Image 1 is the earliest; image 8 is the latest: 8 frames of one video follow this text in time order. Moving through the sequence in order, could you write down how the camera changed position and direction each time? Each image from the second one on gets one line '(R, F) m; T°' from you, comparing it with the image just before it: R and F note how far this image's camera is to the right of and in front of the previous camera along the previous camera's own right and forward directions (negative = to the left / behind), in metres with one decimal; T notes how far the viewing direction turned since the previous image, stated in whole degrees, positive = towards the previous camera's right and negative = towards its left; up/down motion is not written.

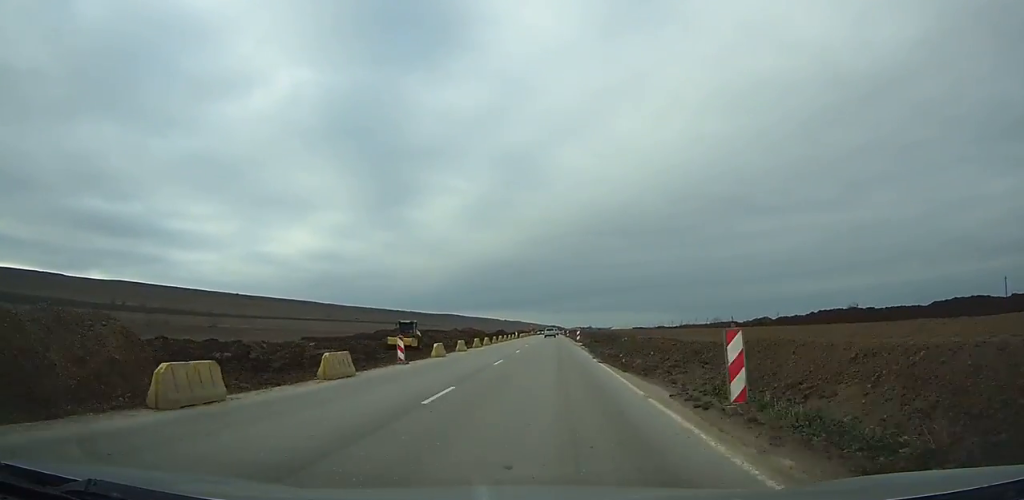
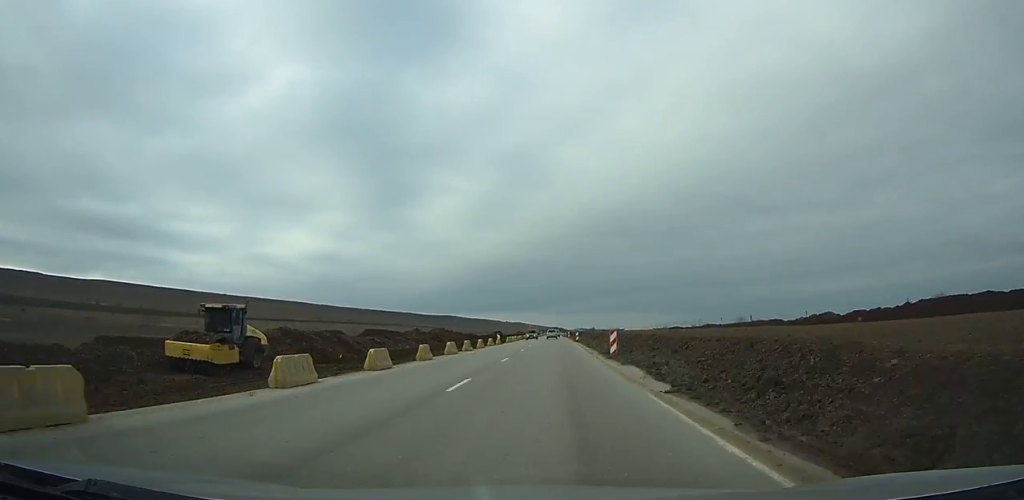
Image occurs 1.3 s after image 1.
(0.0, +34.3) m; 0°
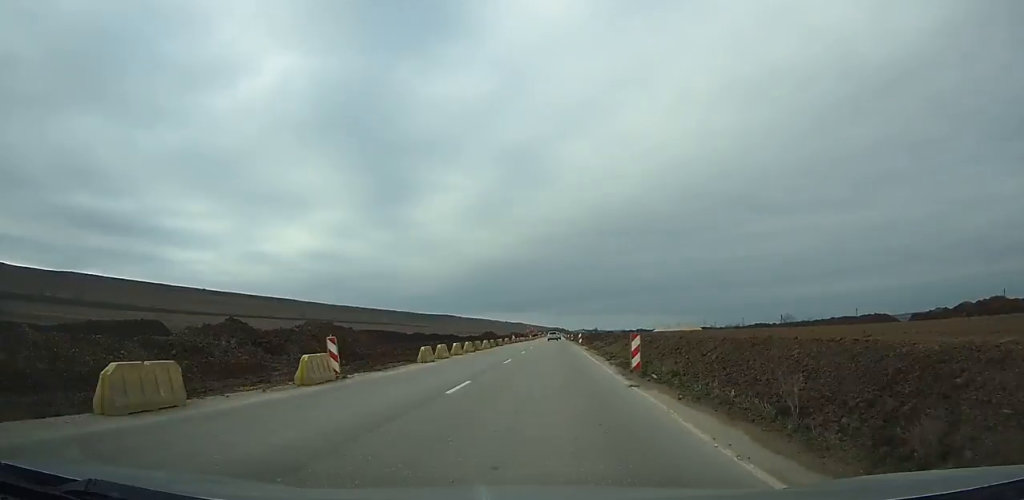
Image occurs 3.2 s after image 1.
(+0.1, +48.2) m; 0°
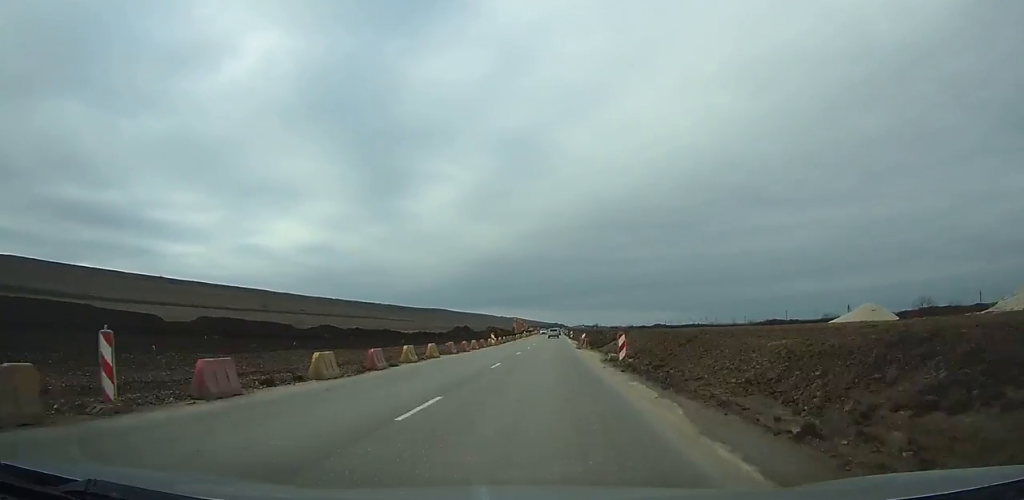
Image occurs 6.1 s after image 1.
(-0.1, +76.6) m; 0°
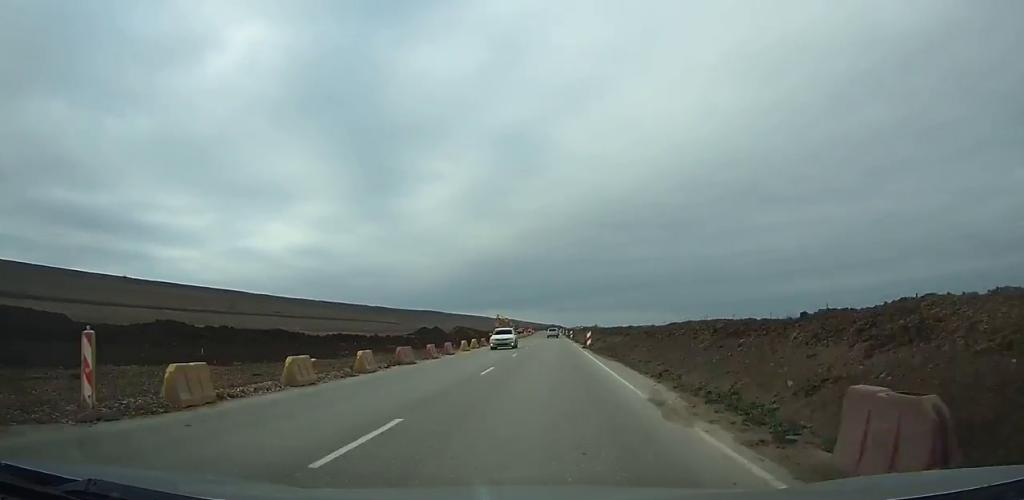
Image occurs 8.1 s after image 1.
(+0.1, +51.1) m; 0°
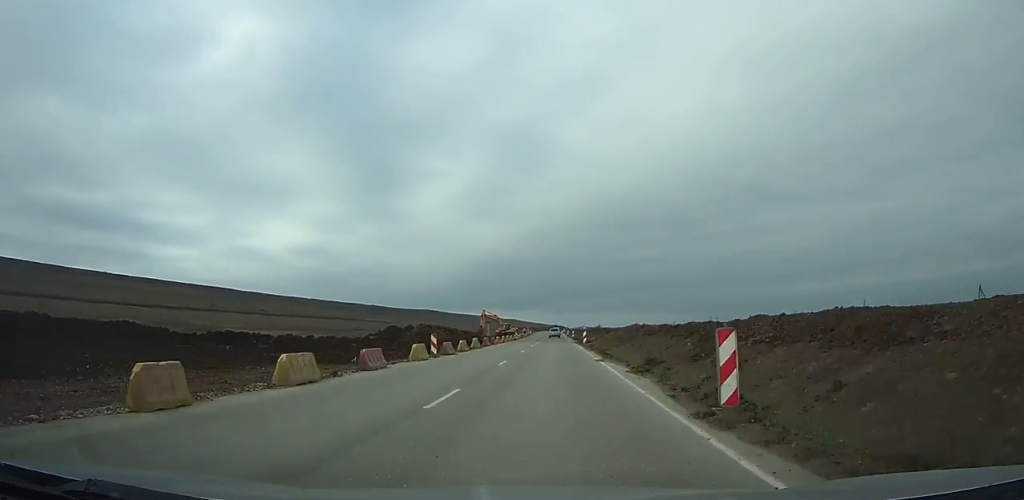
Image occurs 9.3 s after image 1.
(+0.1, +32.0) m; 0°
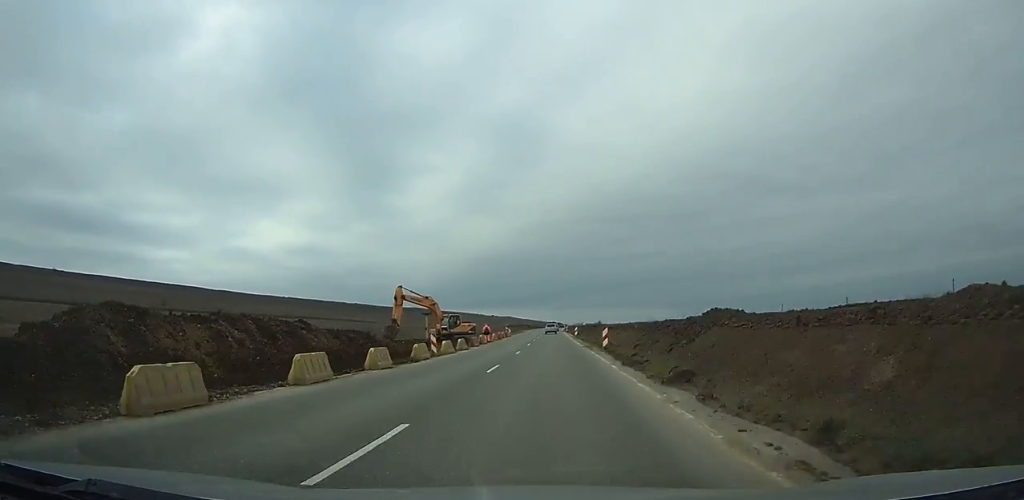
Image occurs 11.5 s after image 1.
(+0.1, +59.0) m; 0°
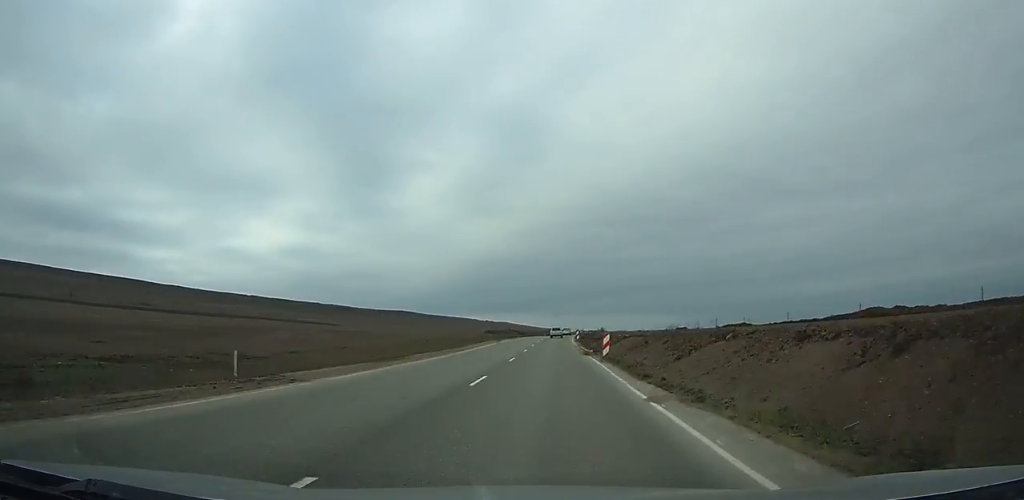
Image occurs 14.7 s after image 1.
(-0.1, +86.3) m; 0°
